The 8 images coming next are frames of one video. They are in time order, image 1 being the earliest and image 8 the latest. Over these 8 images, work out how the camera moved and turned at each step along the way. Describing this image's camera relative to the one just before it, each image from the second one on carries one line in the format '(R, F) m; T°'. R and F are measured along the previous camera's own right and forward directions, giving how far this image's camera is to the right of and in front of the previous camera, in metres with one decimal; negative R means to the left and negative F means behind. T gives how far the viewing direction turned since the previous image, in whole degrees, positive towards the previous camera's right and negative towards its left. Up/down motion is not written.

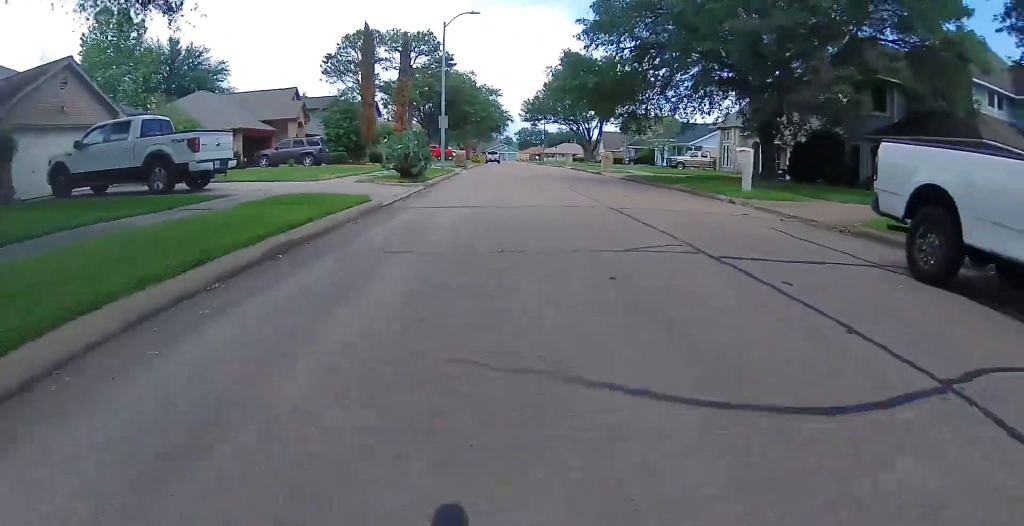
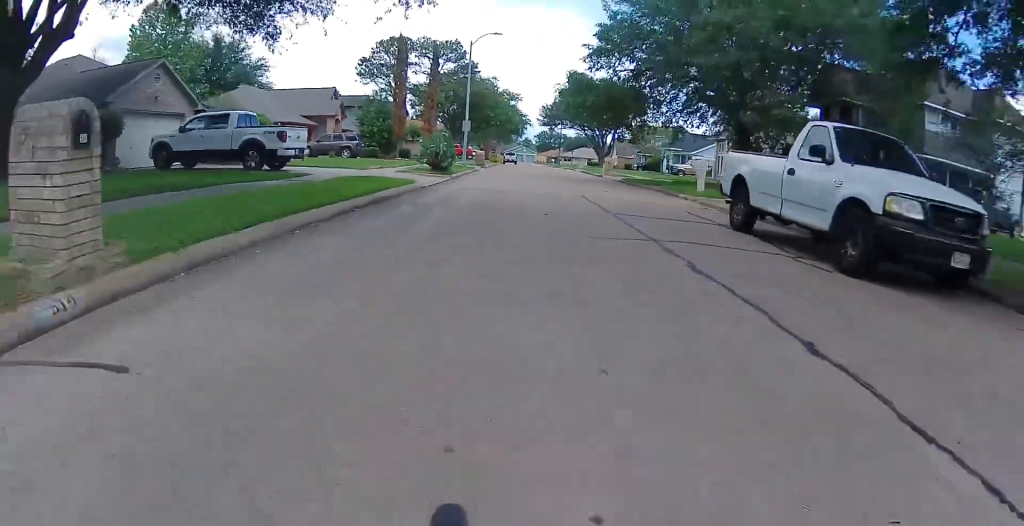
(0.0, +5.0) m; -4°
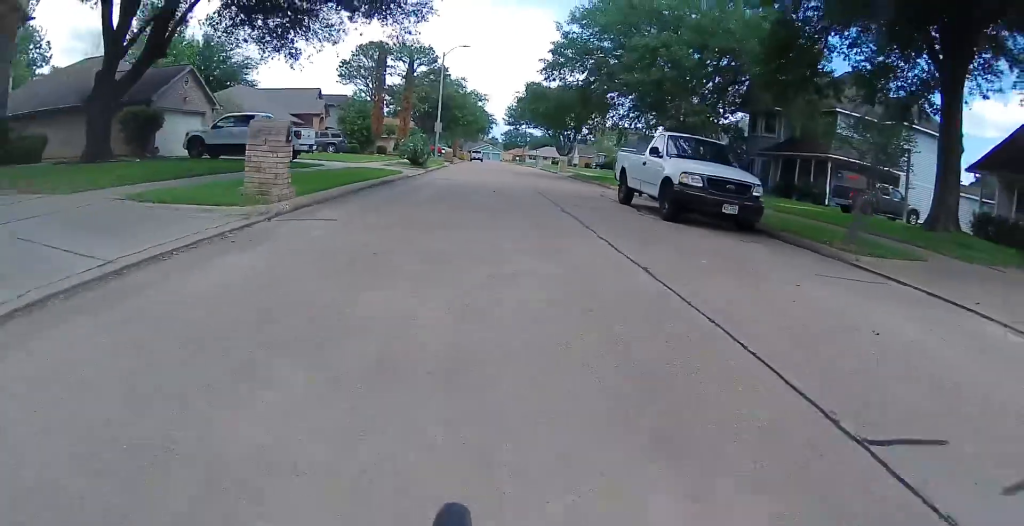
(-0.4, +5.3) m; -4°
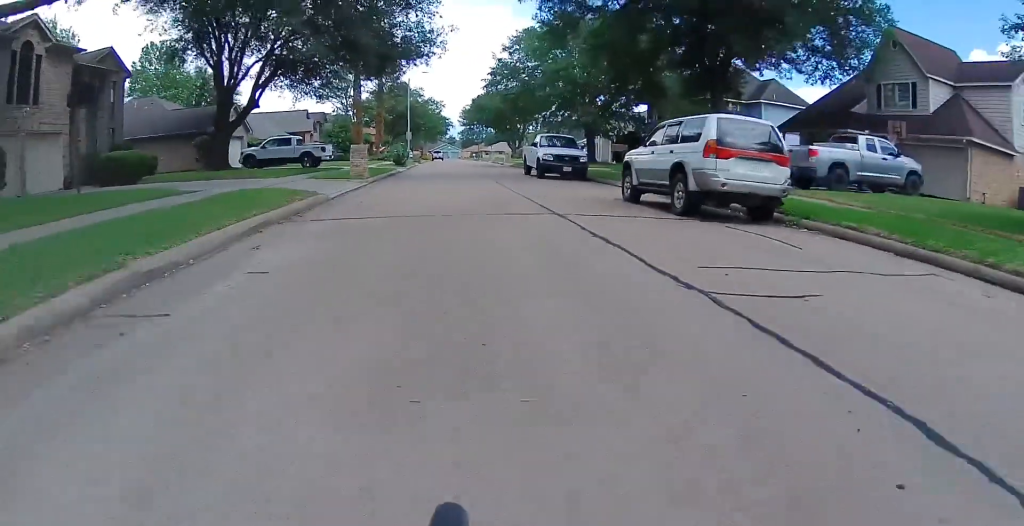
(+1.0, +11.2) m; +10°
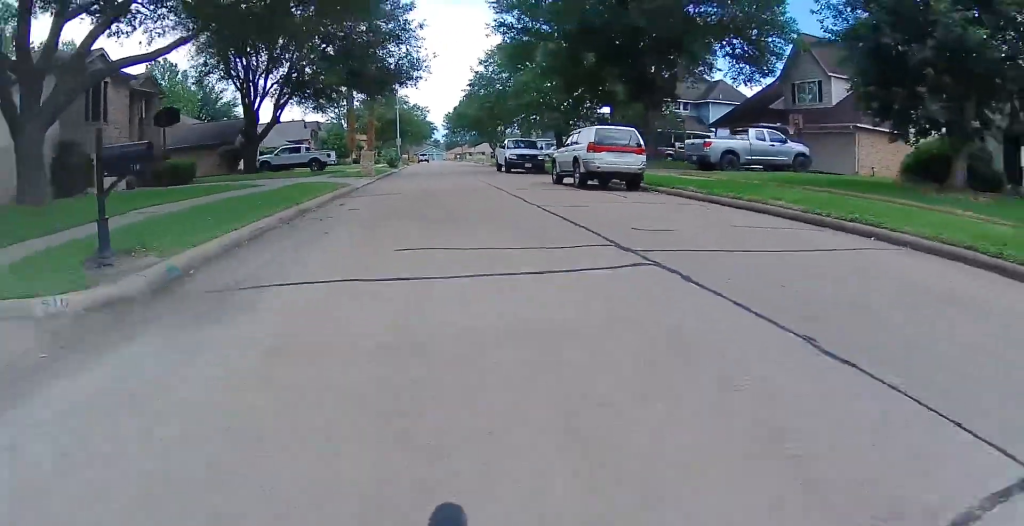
(0.0, +6.0) m; +5°
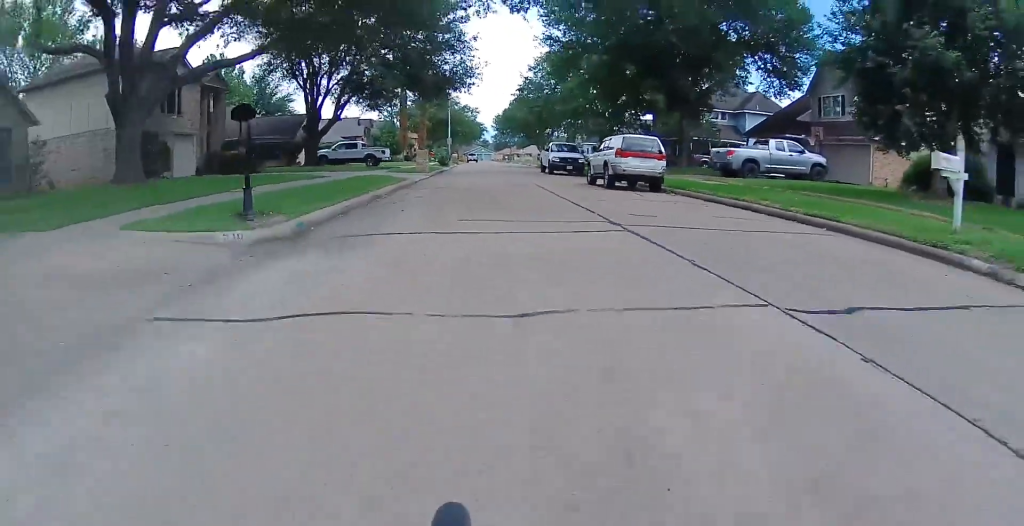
(+0.2, +2.5) m; 0°
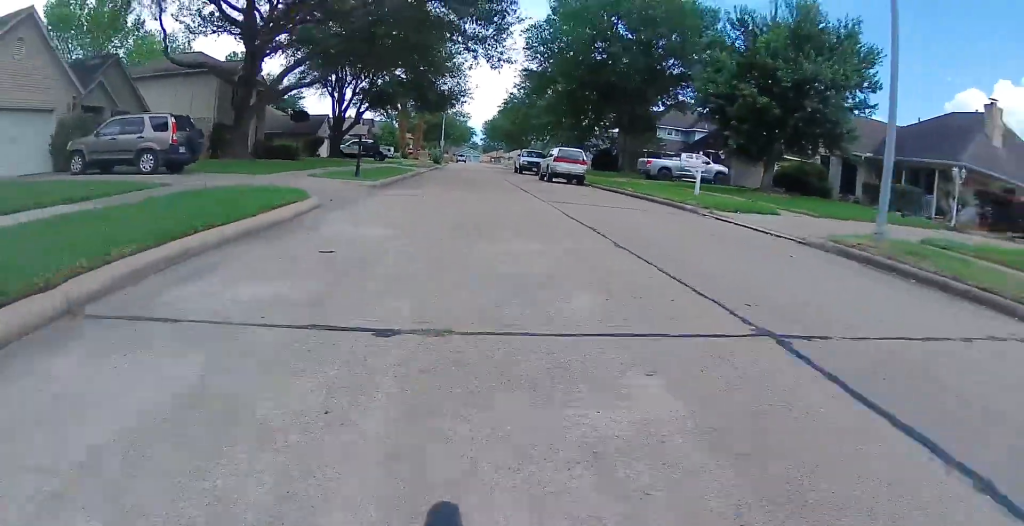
(-0.2, +9.6) m; -4°
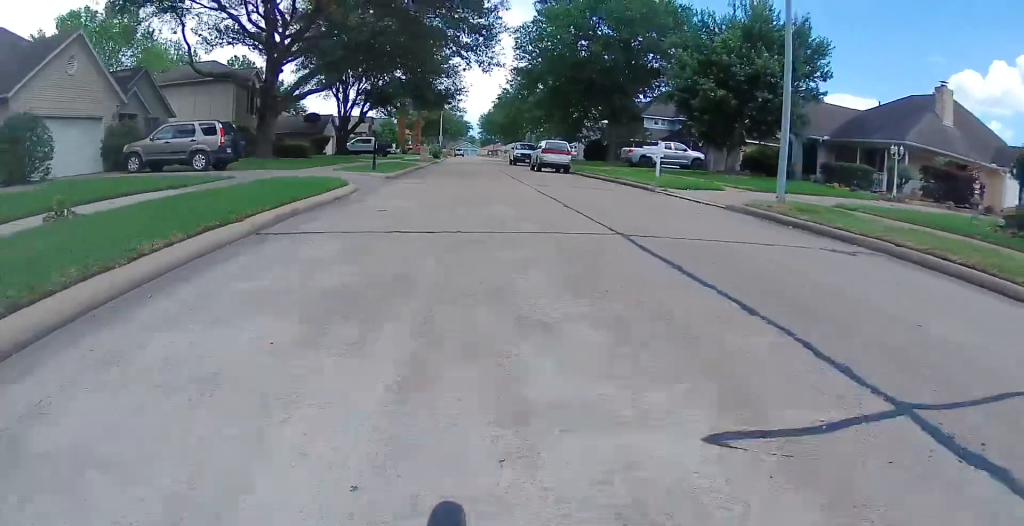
(0.0, +3.5) m; -3°
